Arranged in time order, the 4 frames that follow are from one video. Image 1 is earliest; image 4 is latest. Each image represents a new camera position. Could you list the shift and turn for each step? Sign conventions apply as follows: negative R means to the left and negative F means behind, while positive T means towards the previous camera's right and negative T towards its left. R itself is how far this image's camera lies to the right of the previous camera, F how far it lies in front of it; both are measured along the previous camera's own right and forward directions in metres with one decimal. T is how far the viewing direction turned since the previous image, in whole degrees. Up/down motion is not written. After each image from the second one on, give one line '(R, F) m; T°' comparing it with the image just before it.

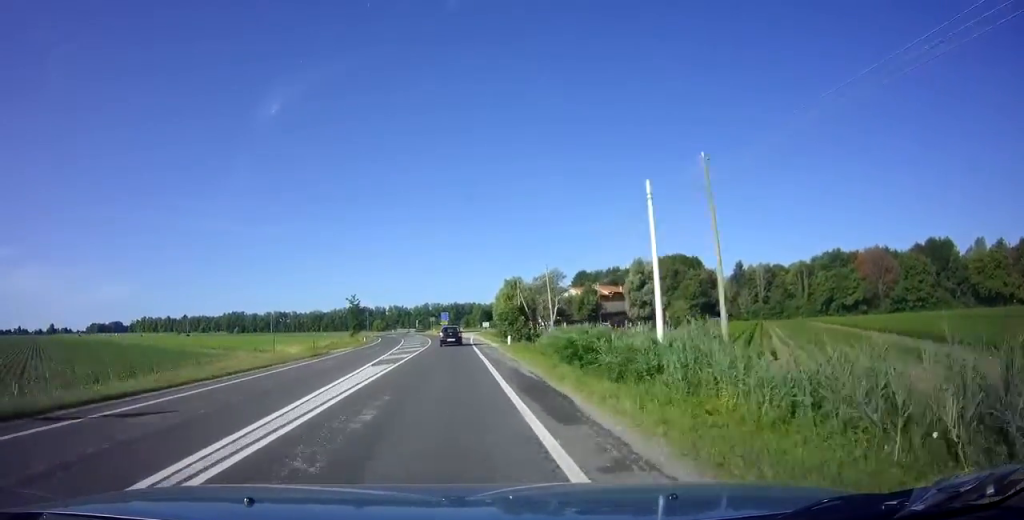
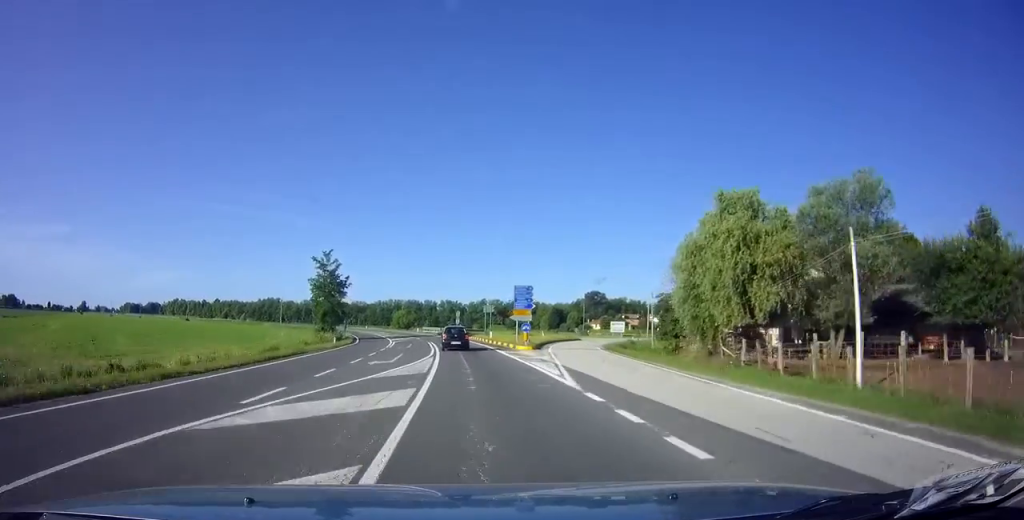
(-3.8, +69.0) m; -6°
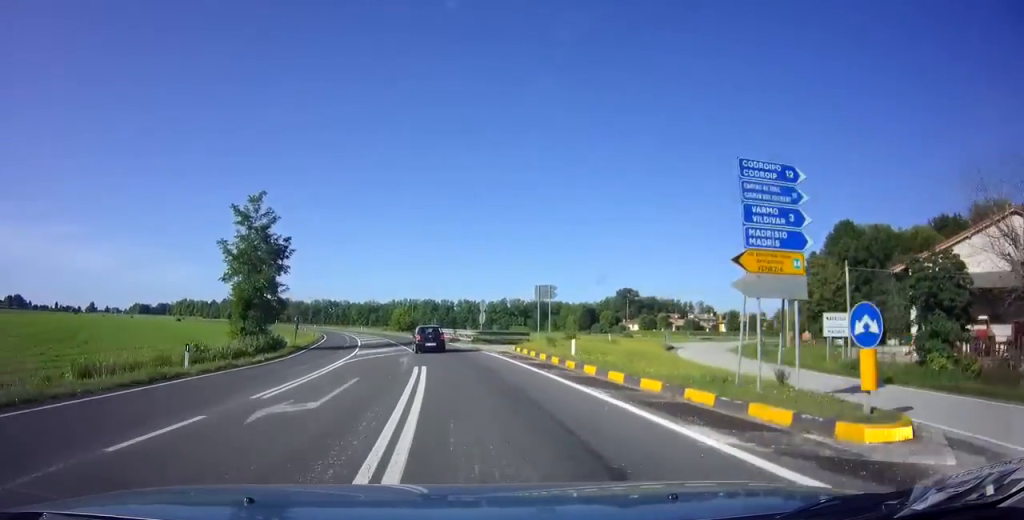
(-0.7, +28.5) m; -3°
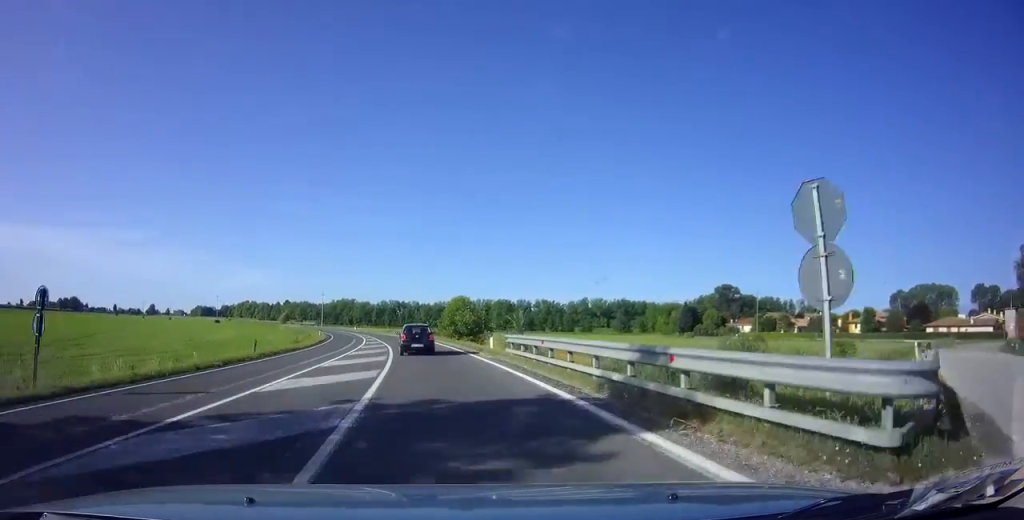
(-1.7, +33.0) m; -7°
